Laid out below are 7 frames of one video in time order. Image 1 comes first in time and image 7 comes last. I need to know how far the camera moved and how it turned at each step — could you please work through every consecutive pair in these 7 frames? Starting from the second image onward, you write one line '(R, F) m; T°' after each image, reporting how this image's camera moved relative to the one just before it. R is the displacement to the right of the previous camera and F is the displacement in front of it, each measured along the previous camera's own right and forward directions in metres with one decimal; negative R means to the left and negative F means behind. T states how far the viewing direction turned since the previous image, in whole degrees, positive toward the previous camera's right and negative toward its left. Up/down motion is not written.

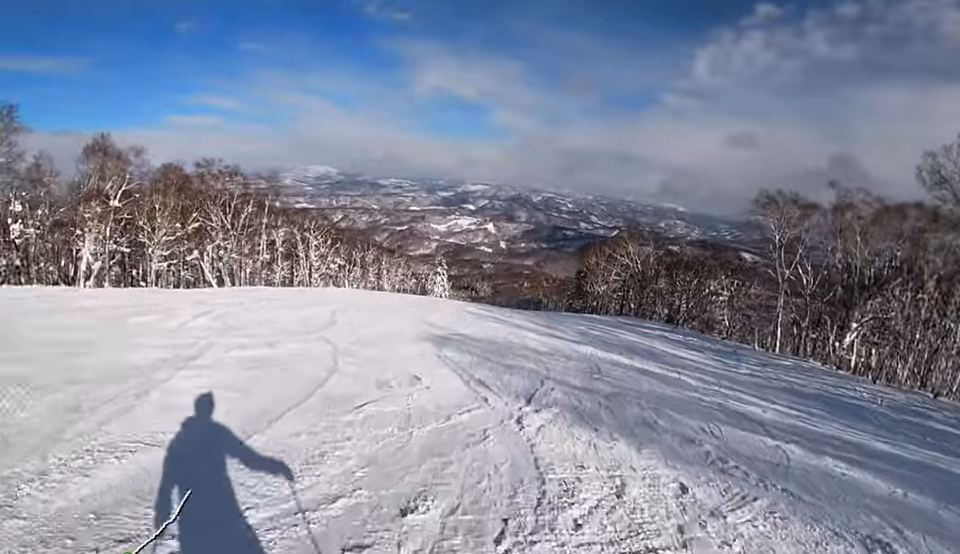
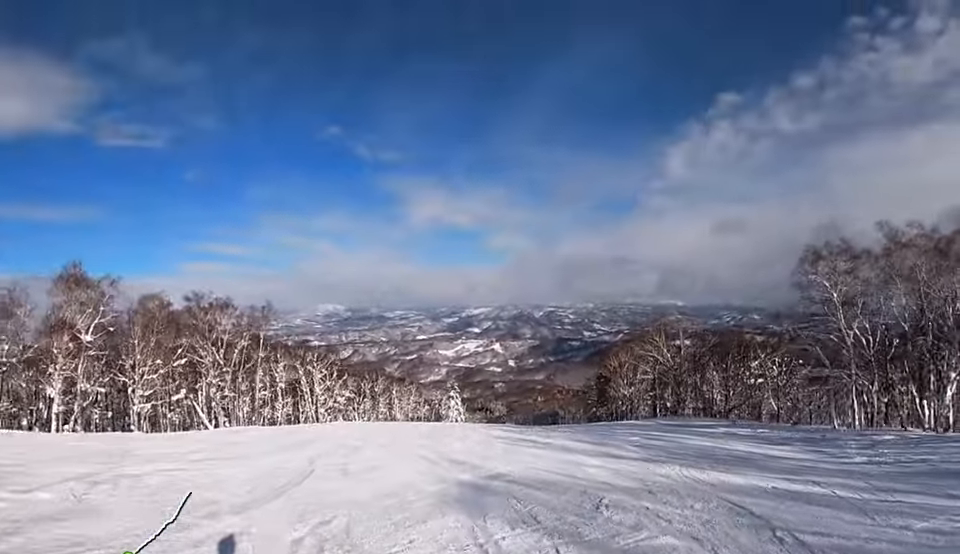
(-0.7, +7.8) m; -1°
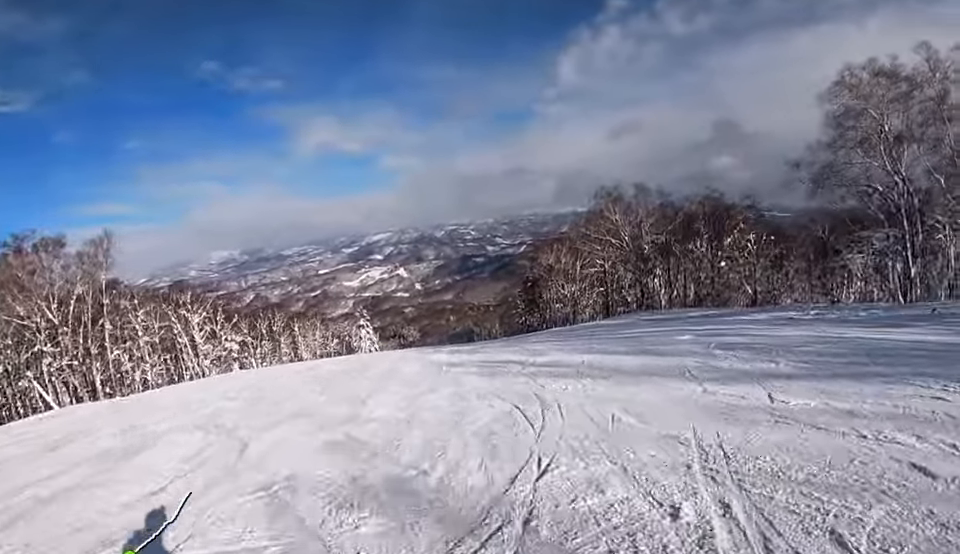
(+1.7, +14.7) m; +10°
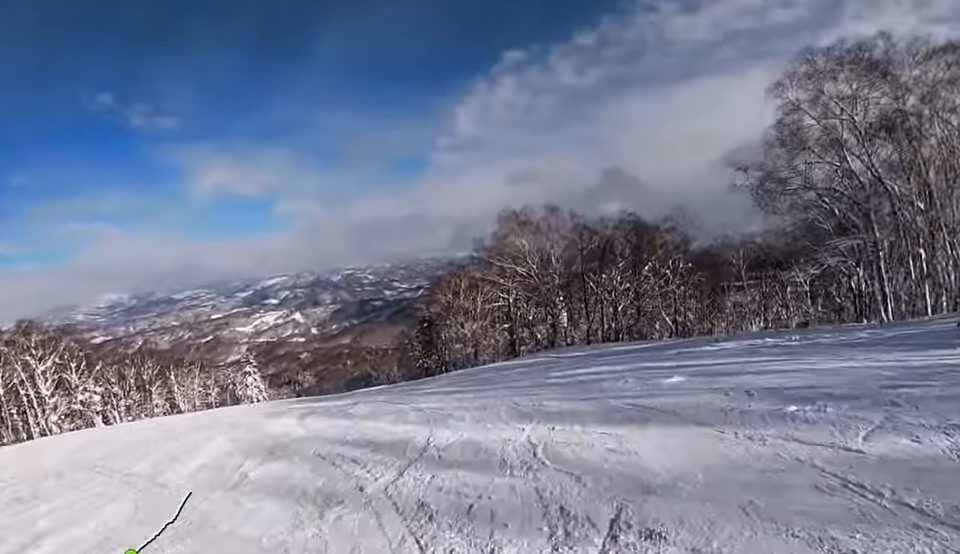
(+0.1, +8.4) m; -1°
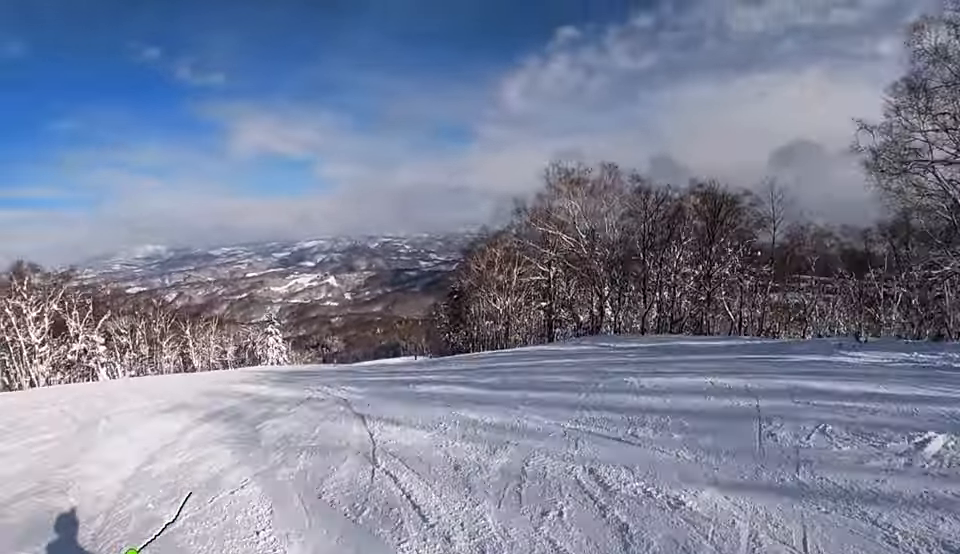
(-0.1, +6.9) m; -5°
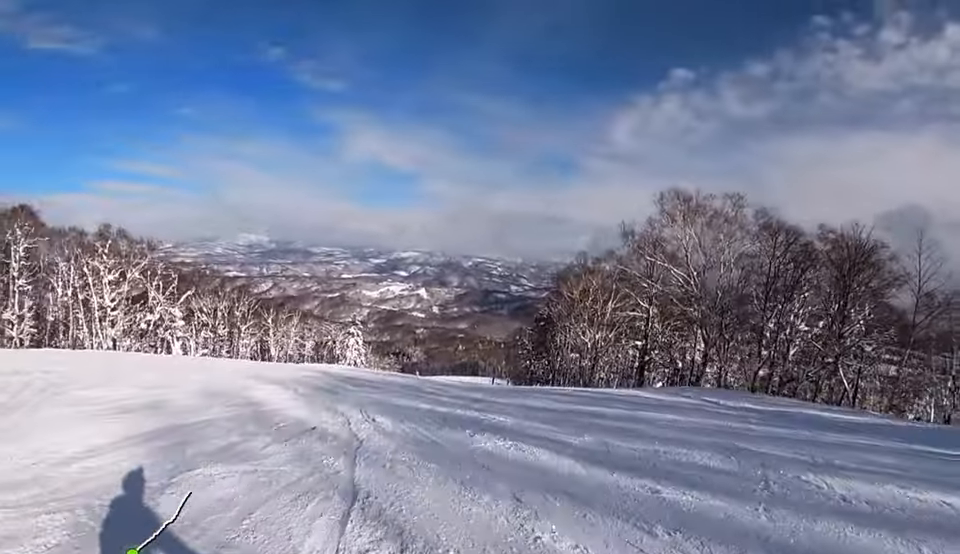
(0.0, +4.0) m; -4°
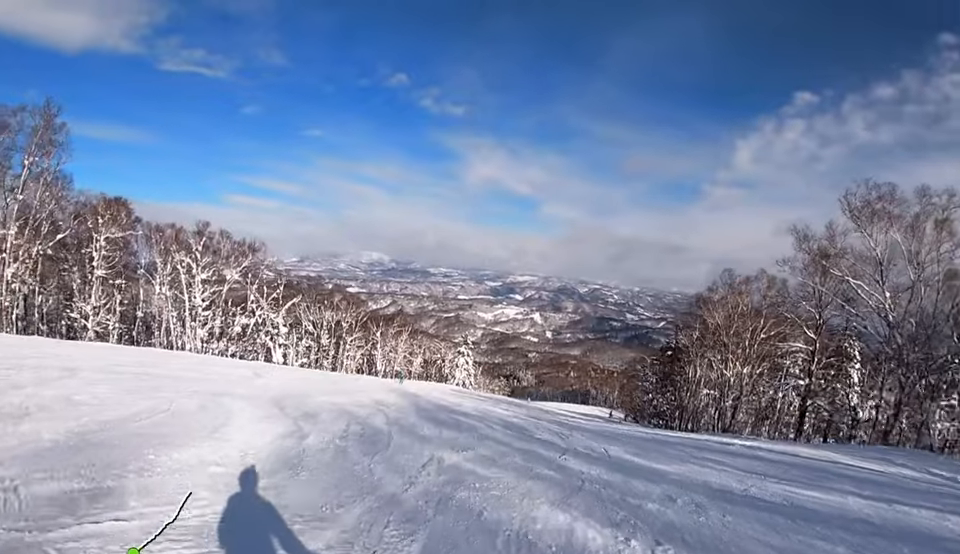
(-0.6, +7.4) m; -9°
